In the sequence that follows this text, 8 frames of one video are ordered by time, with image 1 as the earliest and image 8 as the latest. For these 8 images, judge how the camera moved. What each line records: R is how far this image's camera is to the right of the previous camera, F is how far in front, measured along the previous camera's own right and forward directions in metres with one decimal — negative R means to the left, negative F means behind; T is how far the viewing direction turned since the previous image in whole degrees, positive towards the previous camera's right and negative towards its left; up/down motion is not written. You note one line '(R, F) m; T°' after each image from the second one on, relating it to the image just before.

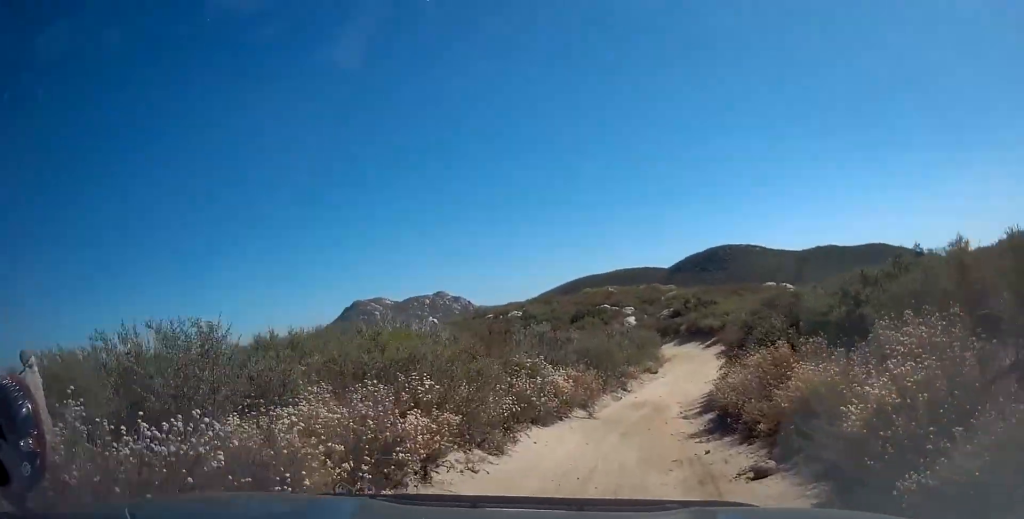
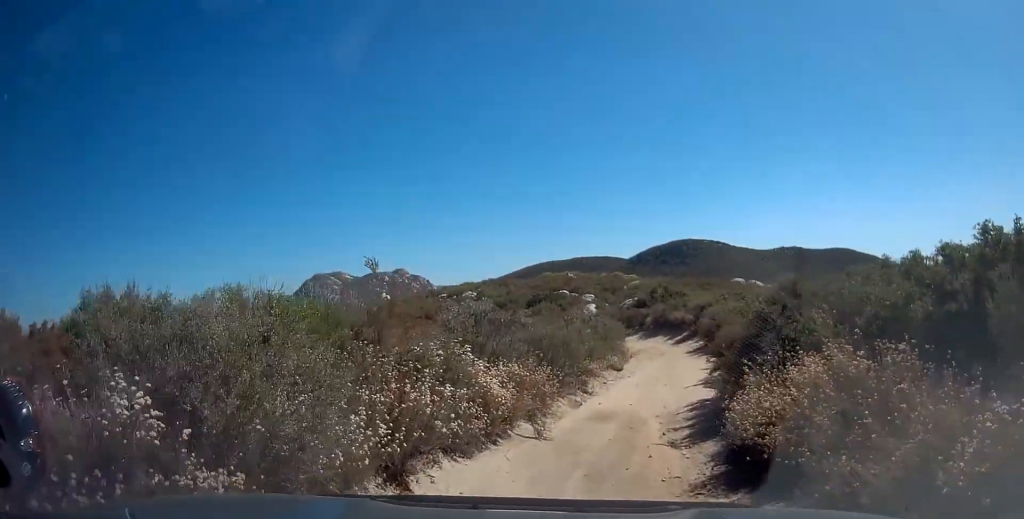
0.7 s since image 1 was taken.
(+0.5, +4.4) m; +5°
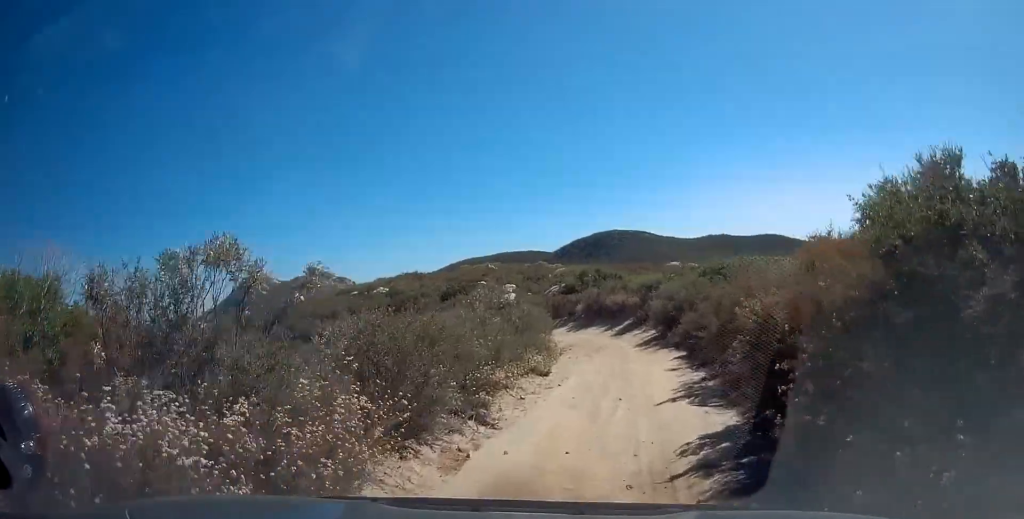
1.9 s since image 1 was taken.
(+0.3, +7.8) m; +2°
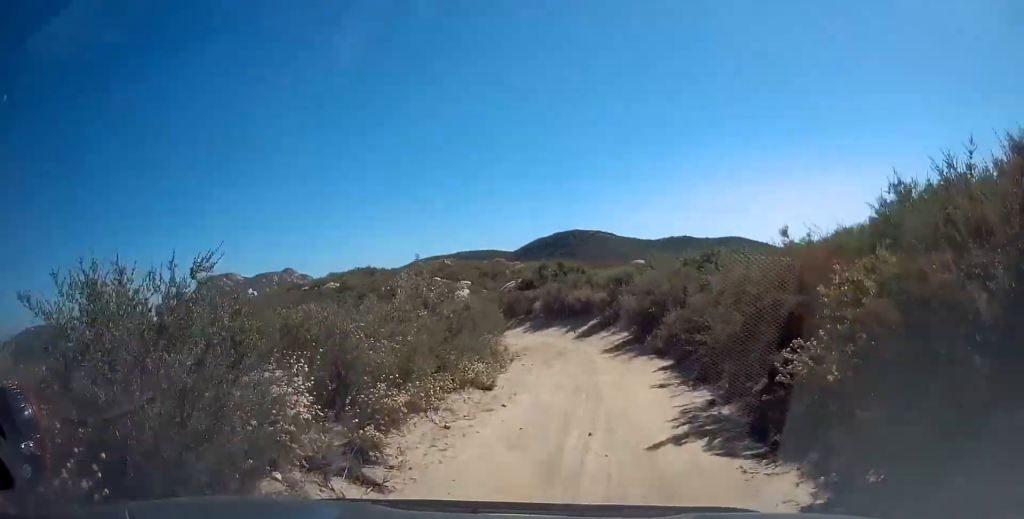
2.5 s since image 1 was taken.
(0.0, +4.2) m; +3°
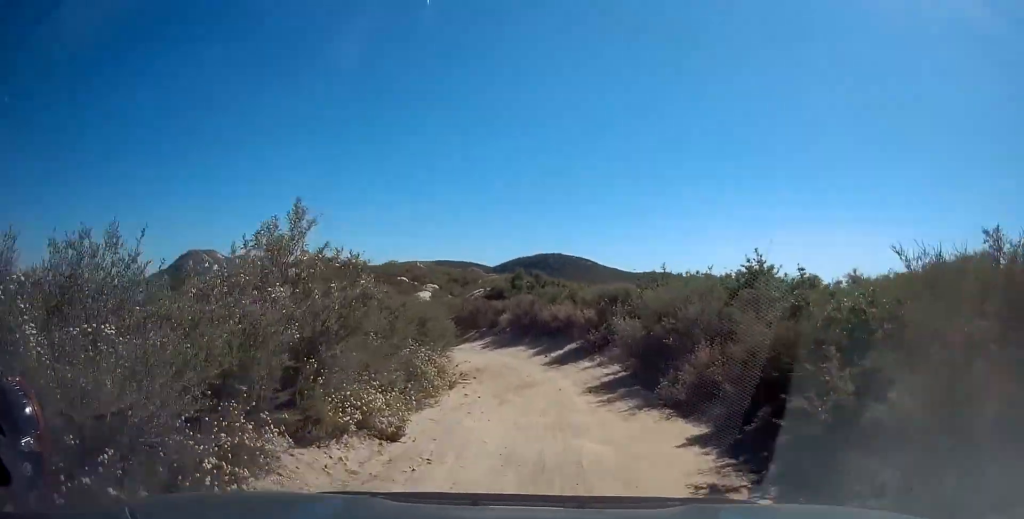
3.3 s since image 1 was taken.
(+0.2, +5.8) m; +4°
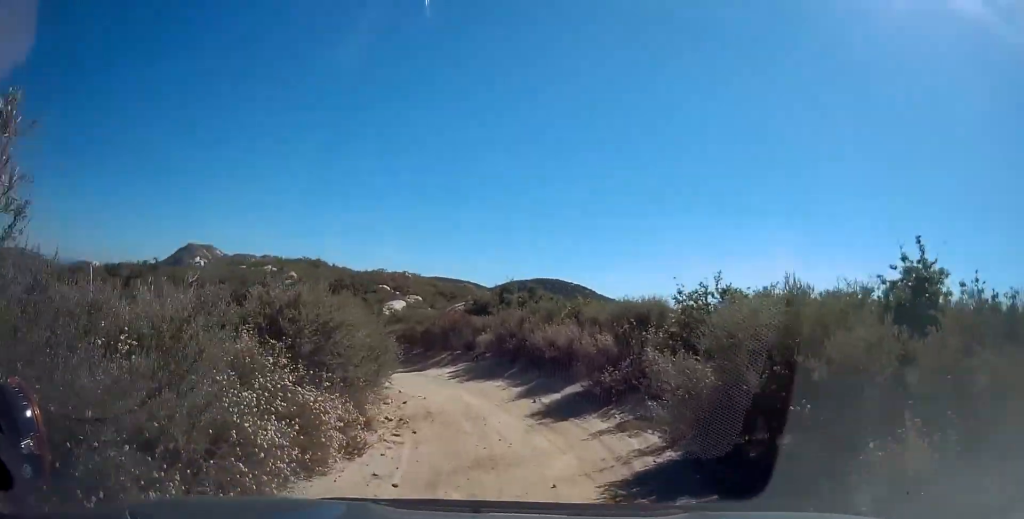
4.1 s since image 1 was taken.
(+0.4, +6.3) m; +3°
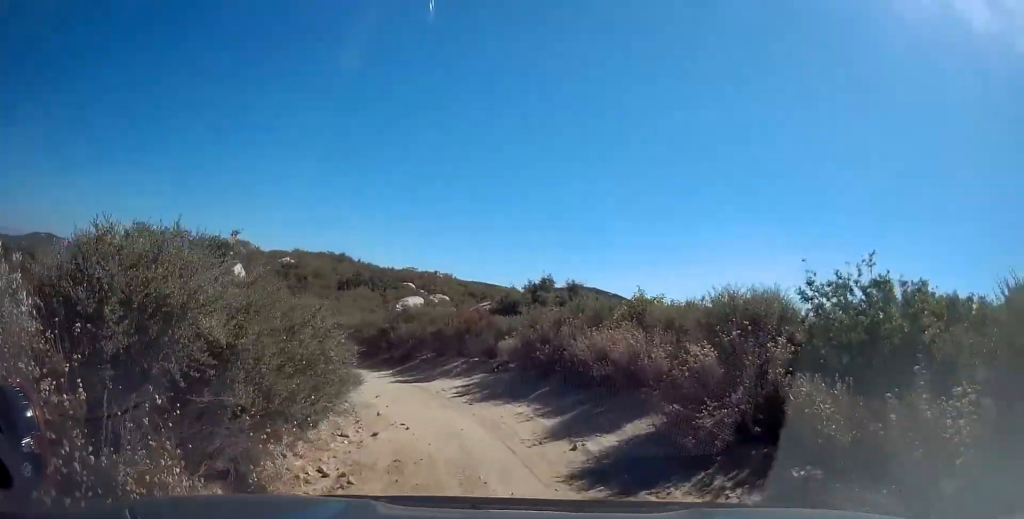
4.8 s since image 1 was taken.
(0.0, +5.1) m; -4°
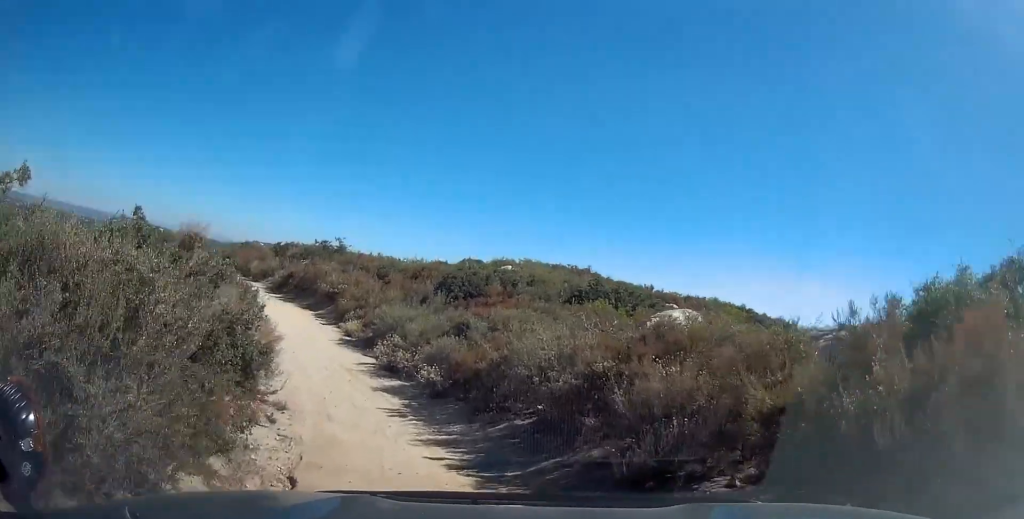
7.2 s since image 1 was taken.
(-3.4, +15.0) m; -29°
